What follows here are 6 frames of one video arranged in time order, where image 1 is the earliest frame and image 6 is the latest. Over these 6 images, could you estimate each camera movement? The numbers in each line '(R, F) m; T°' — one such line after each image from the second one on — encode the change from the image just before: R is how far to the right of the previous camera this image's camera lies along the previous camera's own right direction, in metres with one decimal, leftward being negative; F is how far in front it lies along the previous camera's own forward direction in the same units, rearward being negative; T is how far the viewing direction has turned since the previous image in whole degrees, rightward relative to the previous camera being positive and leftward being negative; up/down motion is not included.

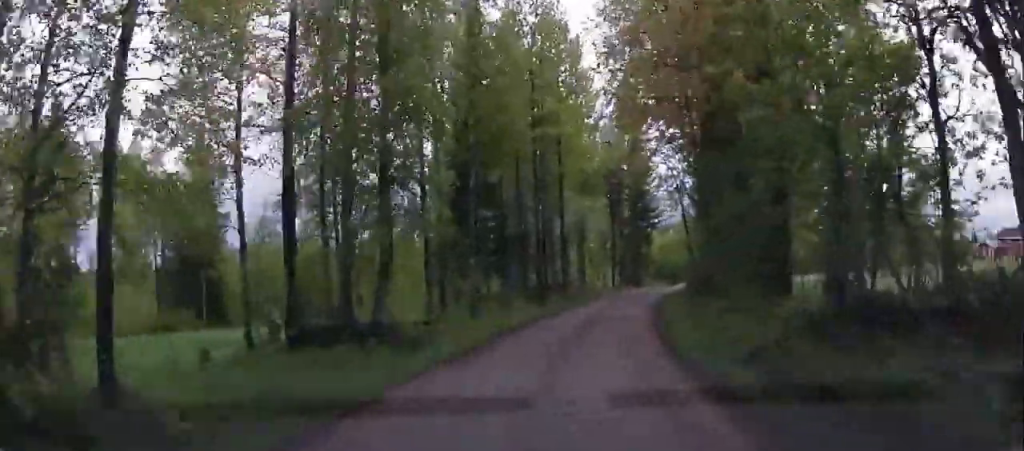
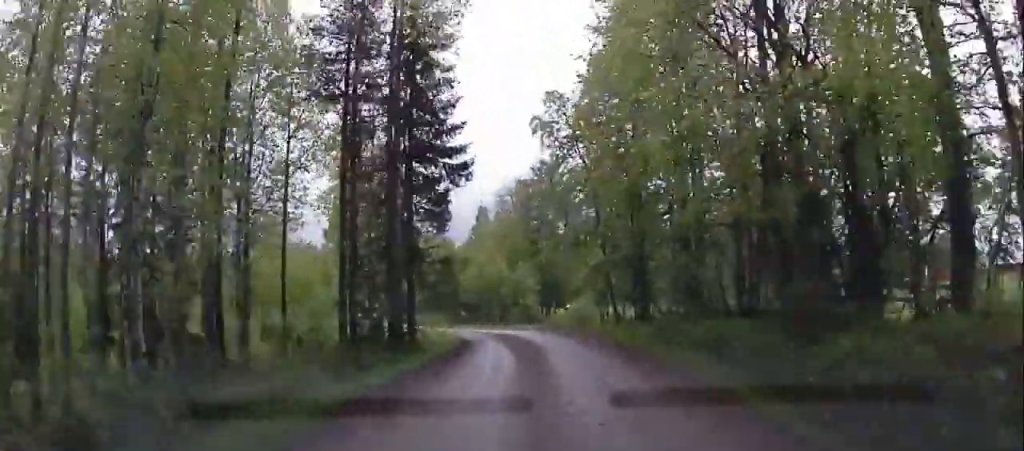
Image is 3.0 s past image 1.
(+1.6, +38.0) m; +16°
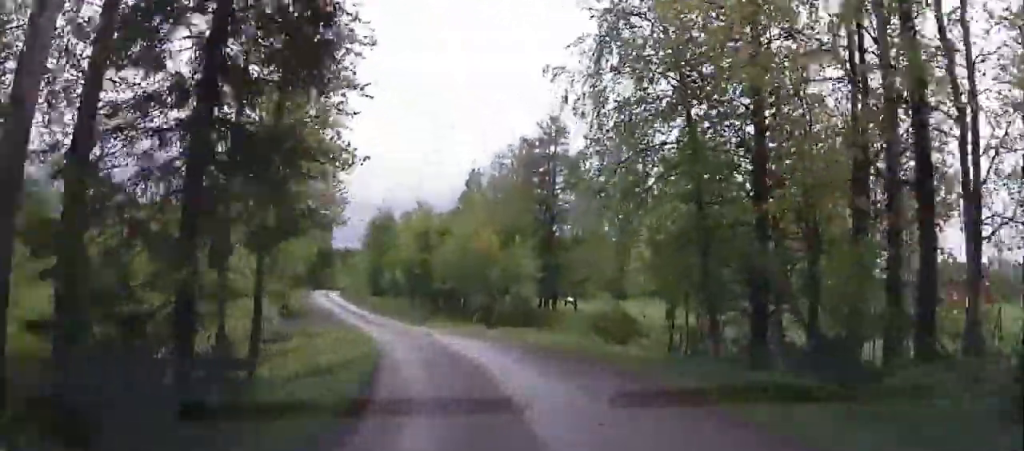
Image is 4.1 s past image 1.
(+2.6, +13.5) m; +4°
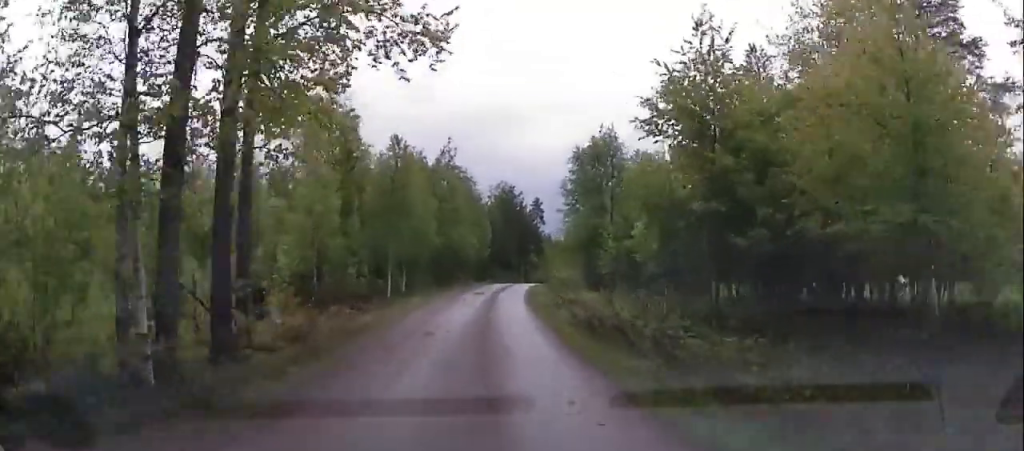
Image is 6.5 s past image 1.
(-7.3, +26.3) m; -24°
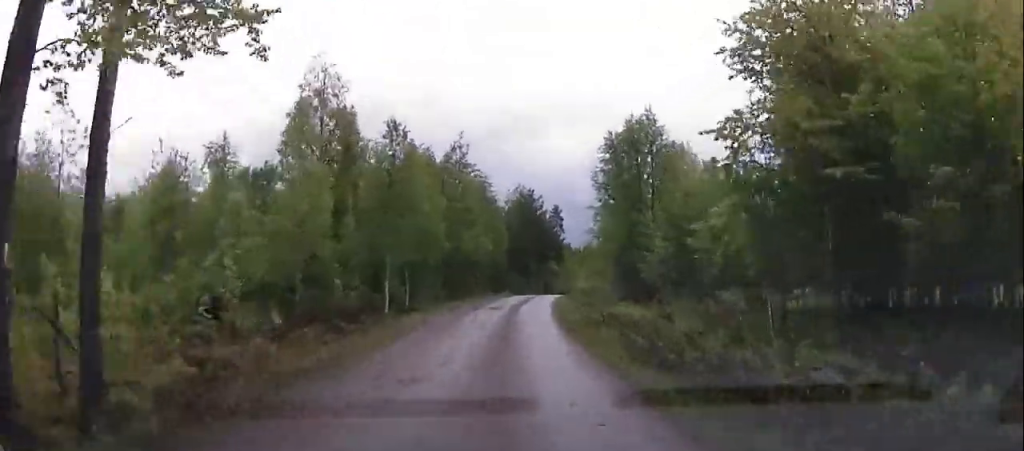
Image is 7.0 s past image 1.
(-0.1, +5.2) m; -1°
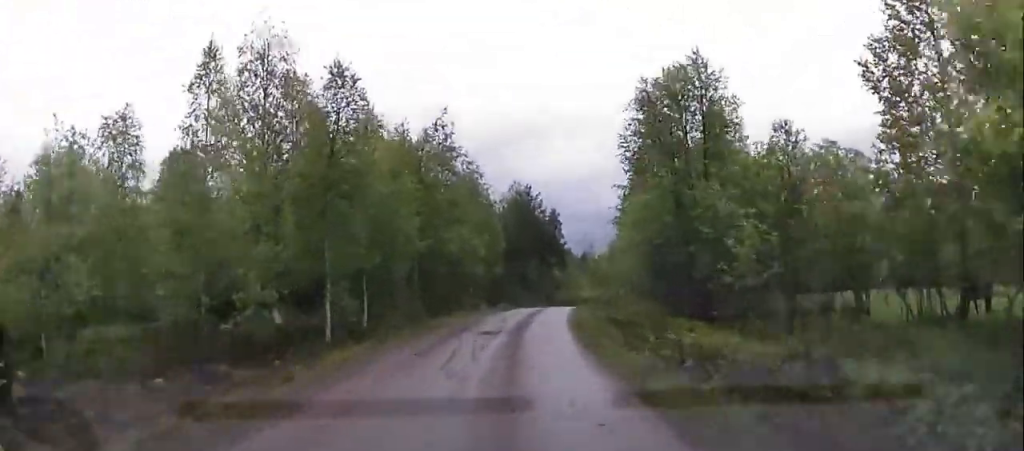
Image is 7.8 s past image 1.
(-0.1, +8.2) m; 0°
